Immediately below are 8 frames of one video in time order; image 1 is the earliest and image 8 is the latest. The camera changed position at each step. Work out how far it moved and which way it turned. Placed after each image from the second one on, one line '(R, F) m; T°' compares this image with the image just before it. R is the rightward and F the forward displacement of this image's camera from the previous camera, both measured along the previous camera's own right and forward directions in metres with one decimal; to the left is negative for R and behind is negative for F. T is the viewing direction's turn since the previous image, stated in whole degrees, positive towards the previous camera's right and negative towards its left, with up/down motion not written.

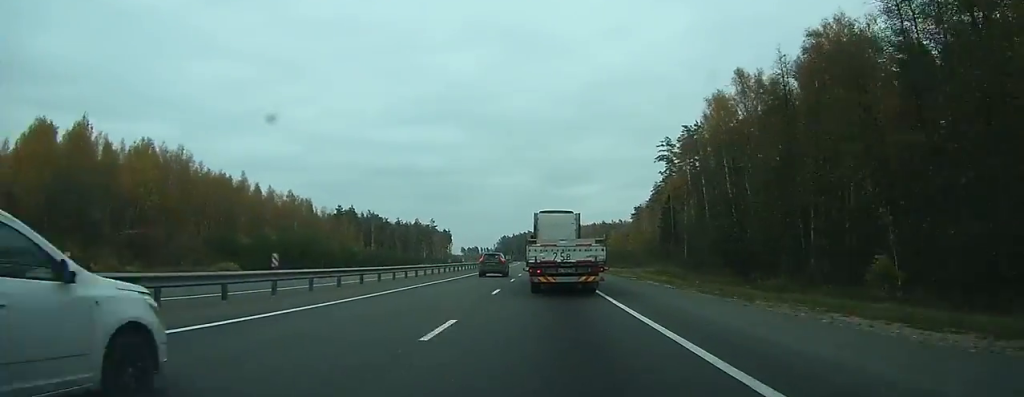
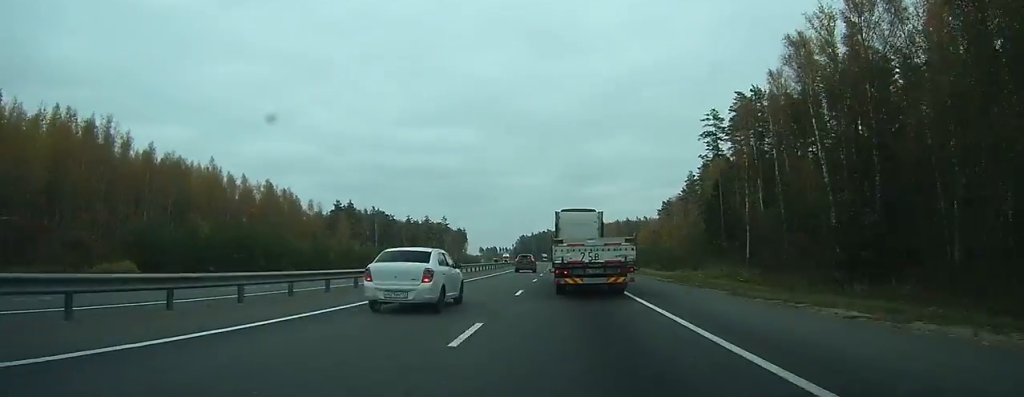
(-0.5, +24.4) m; -1°
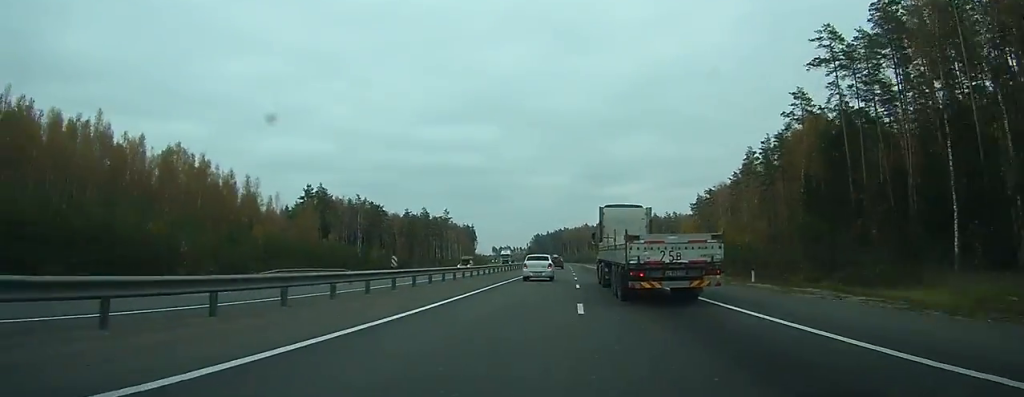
(-0.6, +41.6) m; -1°
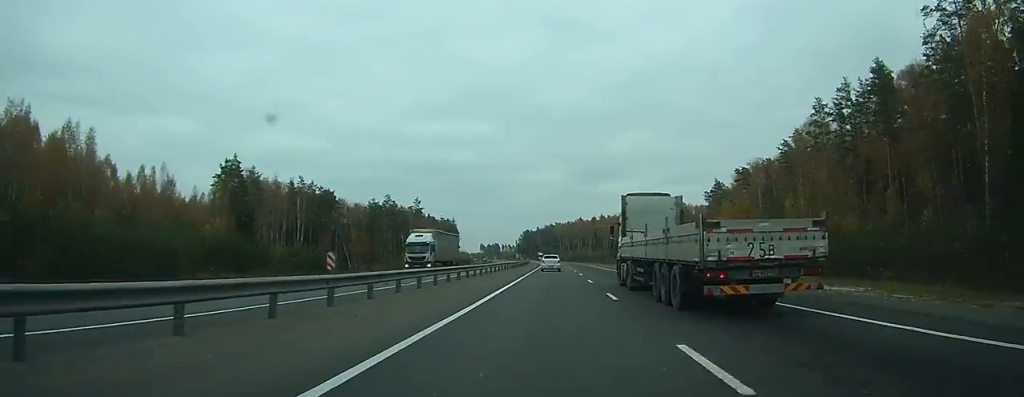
(-0.3, +44.1) m; 0°
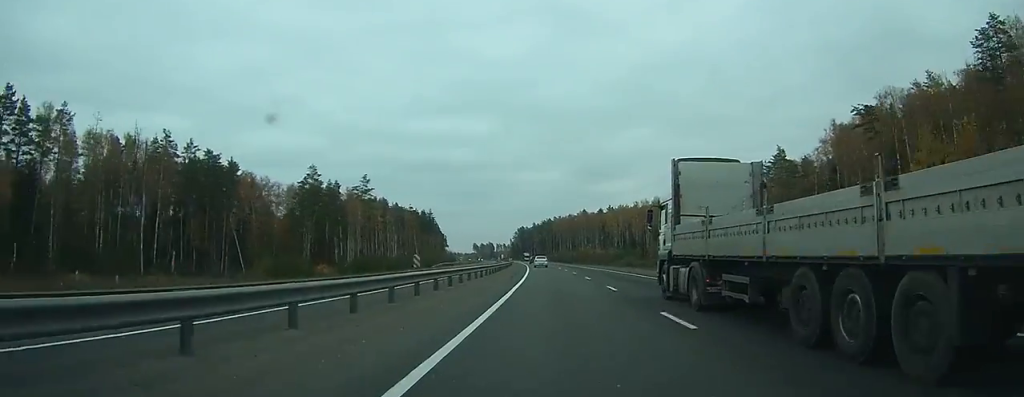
(0.0, +69.5) m; 0°
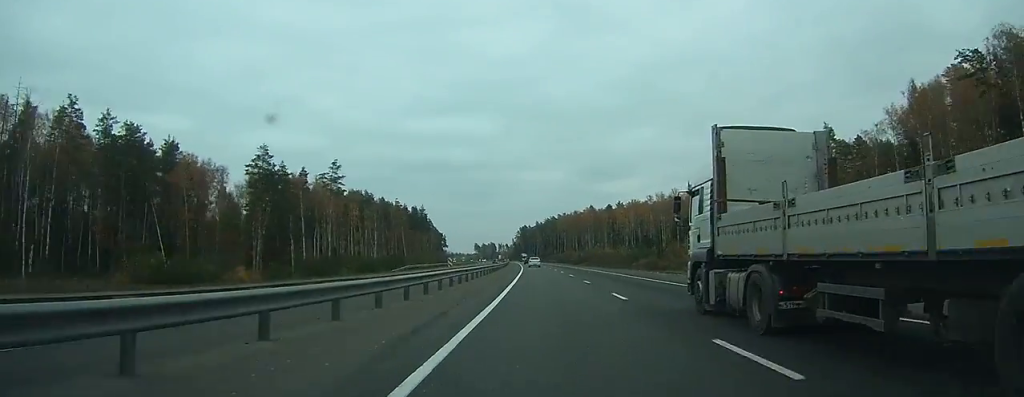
(0.0, +28.7) m; 0°
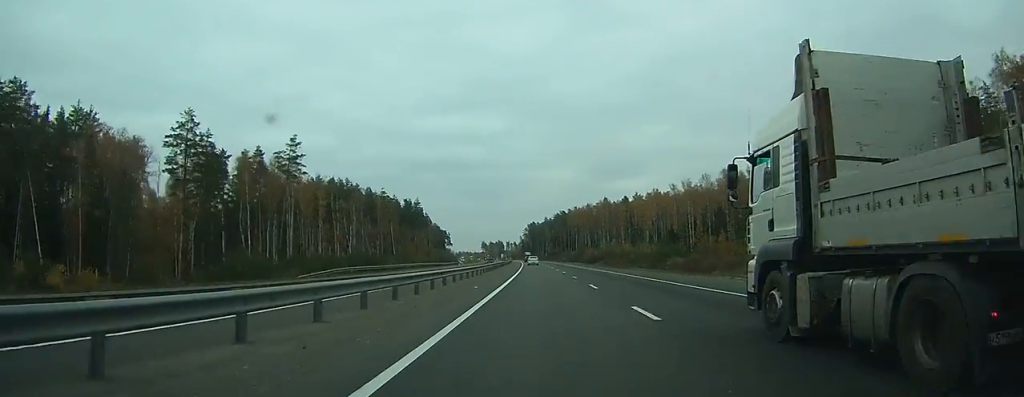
(-0.1, +30.2) m; -1°
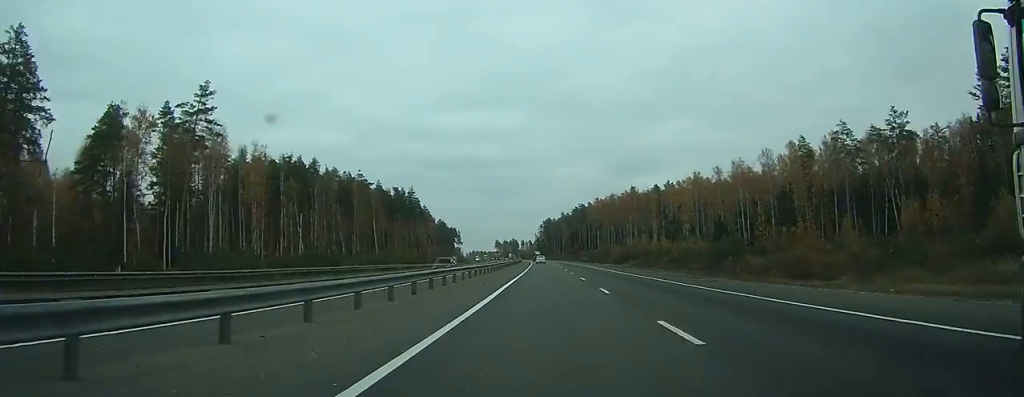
(-0.4, +38.4) m; -1°
